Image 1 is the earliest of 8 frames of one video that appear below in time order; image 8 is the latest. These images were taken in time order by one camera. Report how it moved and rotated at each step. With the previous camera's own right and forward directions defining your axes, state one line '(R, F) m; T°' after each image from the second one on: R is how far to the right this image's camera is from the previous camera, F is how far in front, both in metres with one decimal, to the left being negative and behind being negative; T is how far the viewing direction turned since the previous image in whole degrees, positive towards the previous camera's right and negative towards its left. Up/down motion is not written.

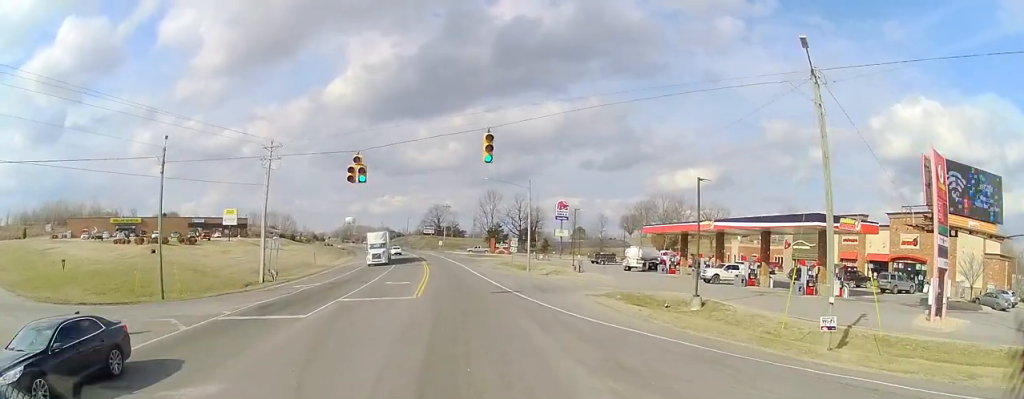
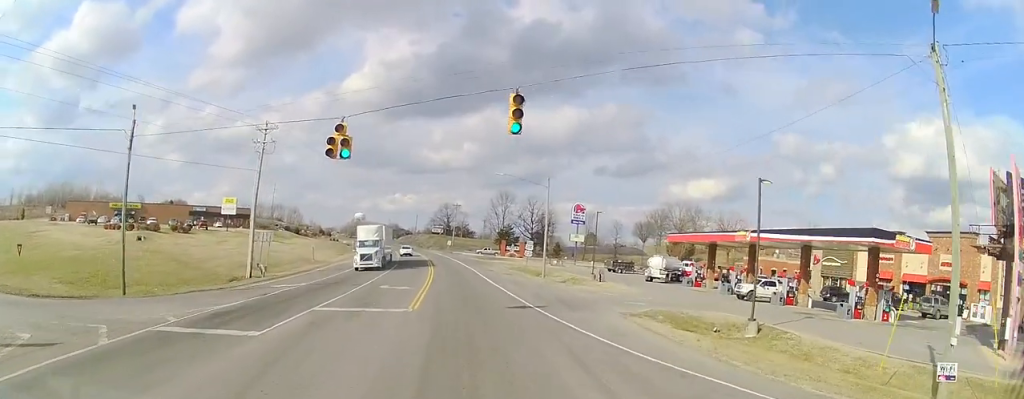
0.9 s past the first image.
(+0.1, +5.1) m; +2°
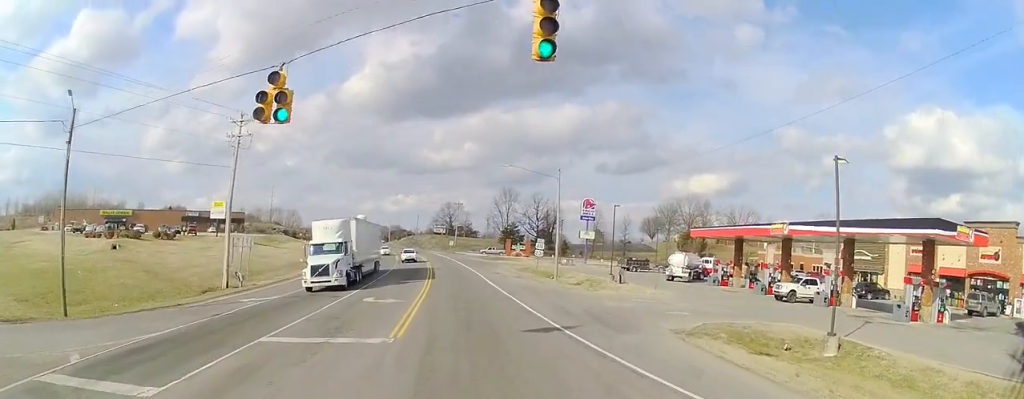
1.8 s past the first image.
(+0.2, +5.9) m; +2°
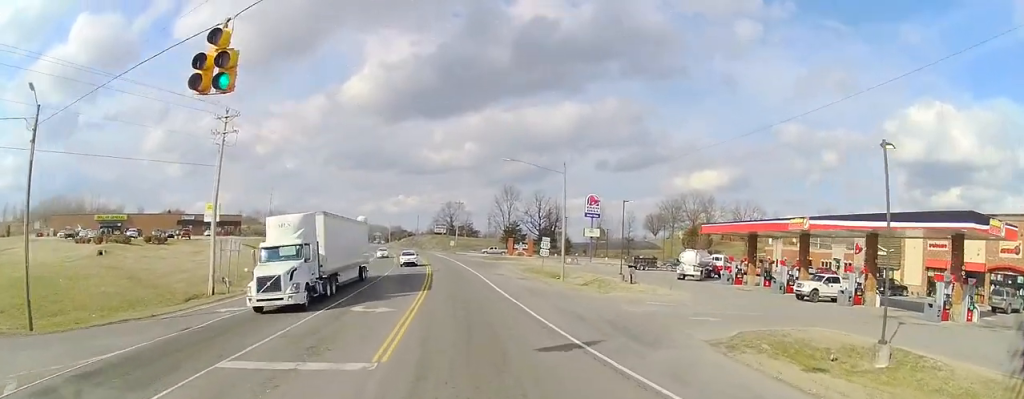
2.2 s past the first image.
(0.0, +2.8) m; 0°
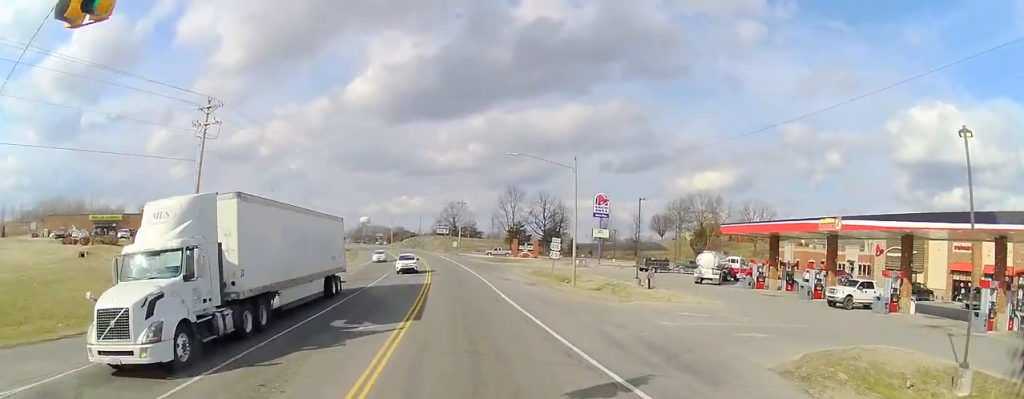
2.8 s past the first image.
(0.0, +3.7) m; -2°
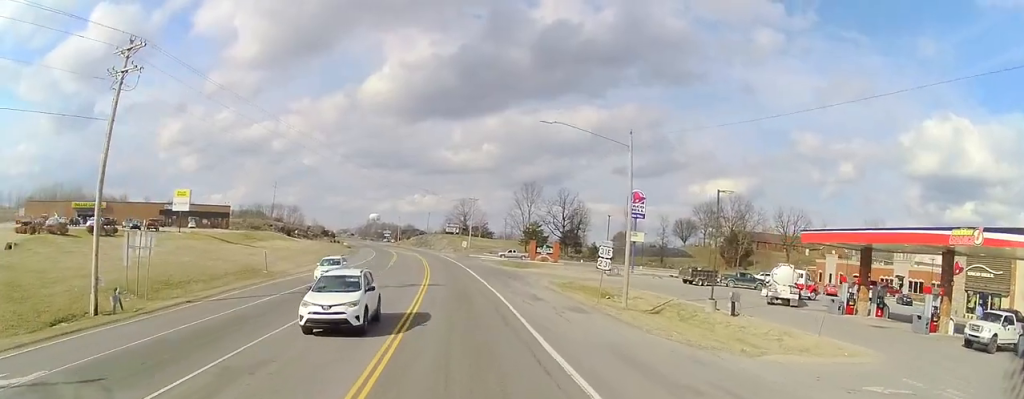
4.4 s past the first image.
(-0.4, +11.5) m; -1°
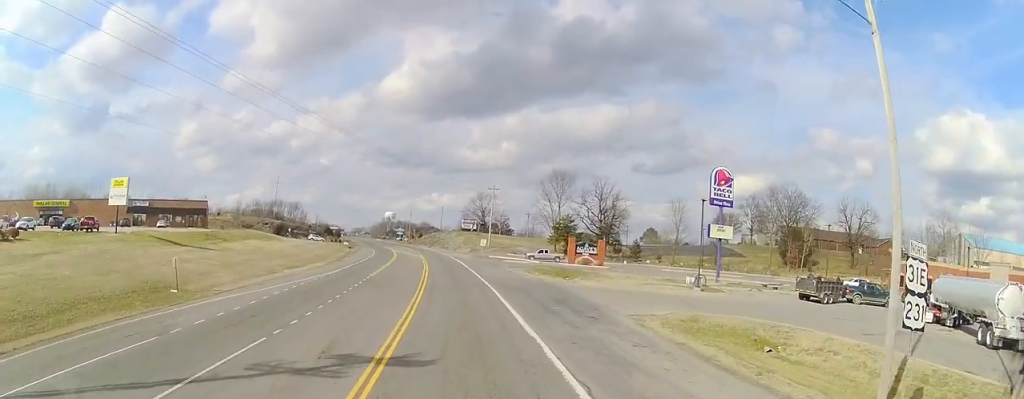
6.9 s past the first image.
(-0.7, +21.2) m; -2°
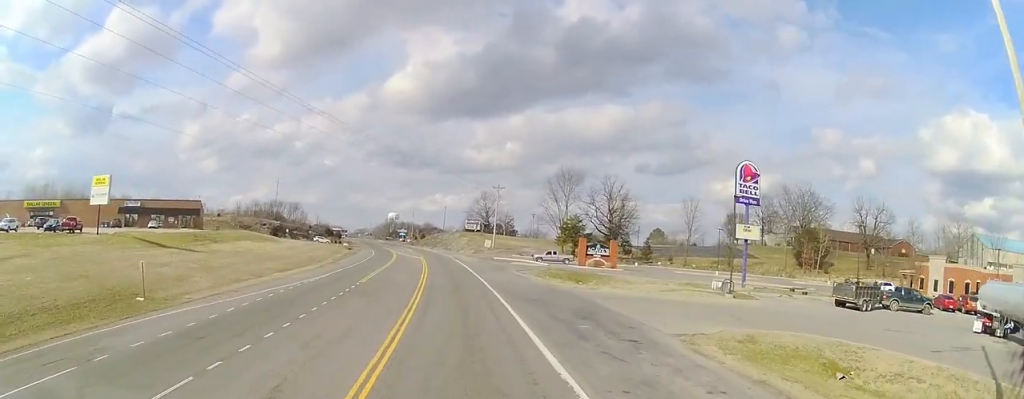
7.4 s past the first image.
(+0.1, +4.7) m; 0°
